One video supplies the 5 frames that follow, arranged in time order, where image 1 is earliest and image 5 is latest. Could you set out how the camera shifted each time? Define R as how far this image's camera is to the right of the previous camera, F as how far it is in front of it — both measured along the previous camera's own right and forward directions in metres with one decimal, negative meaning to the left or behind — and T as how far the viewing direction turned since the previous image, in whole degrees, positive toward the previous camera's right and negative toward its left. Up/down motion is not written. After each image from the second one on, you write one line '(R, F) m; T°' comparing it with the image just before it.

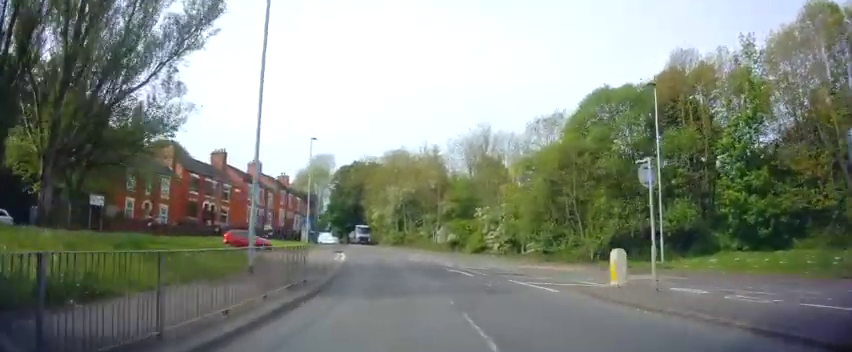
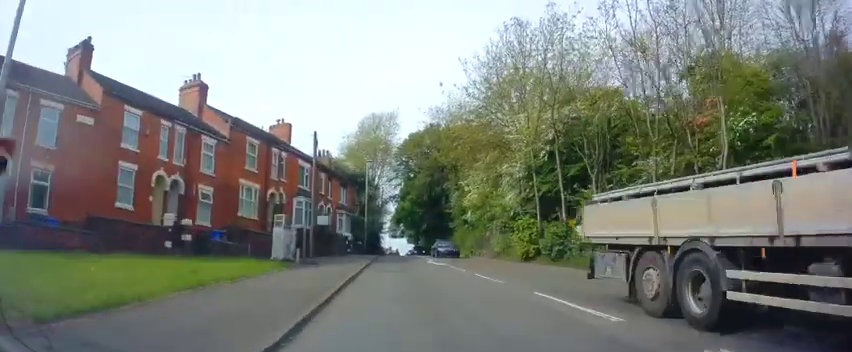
(-3.5, +40.4) m; -10°
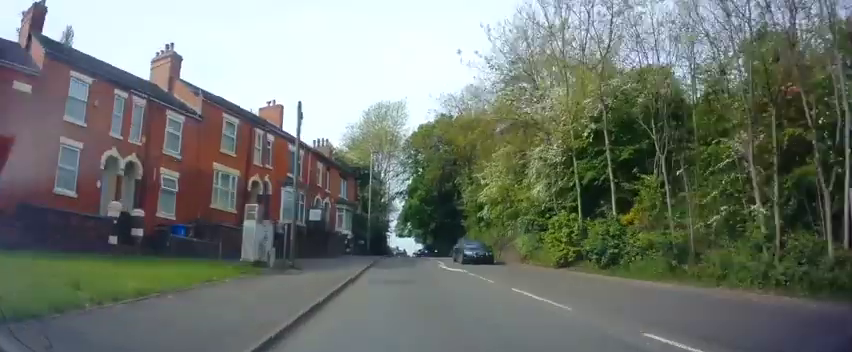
(-0.1, +5.0) m; -1°
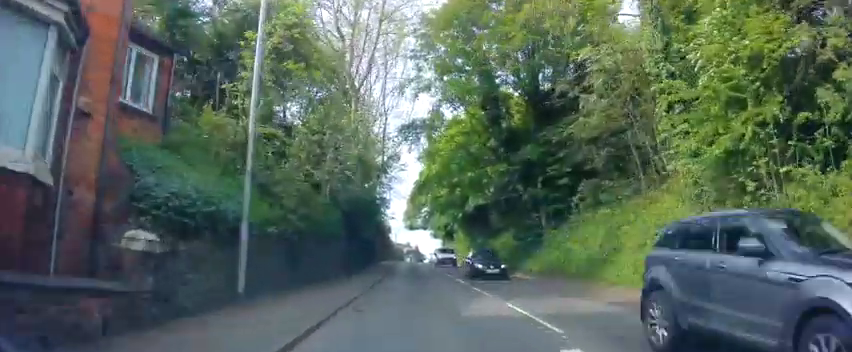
(+0.4, +36.8) m; 0°
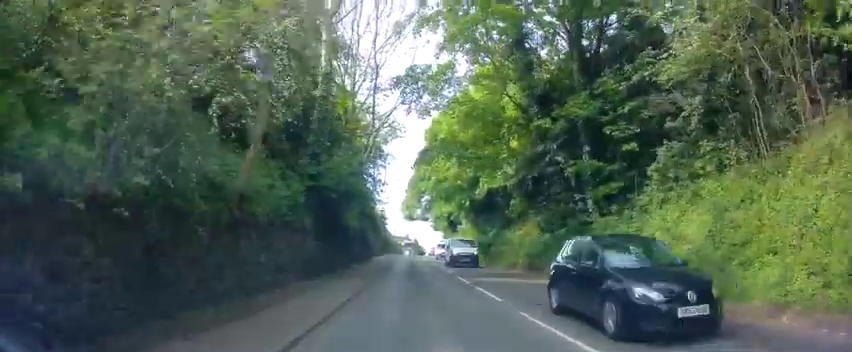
(-0.2, +7.7) m; -2°
